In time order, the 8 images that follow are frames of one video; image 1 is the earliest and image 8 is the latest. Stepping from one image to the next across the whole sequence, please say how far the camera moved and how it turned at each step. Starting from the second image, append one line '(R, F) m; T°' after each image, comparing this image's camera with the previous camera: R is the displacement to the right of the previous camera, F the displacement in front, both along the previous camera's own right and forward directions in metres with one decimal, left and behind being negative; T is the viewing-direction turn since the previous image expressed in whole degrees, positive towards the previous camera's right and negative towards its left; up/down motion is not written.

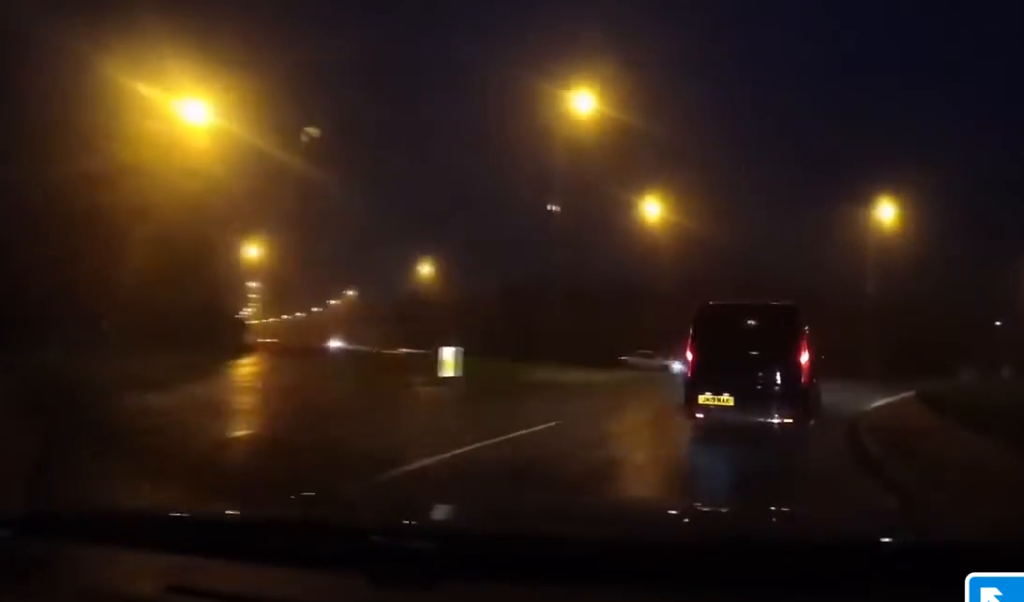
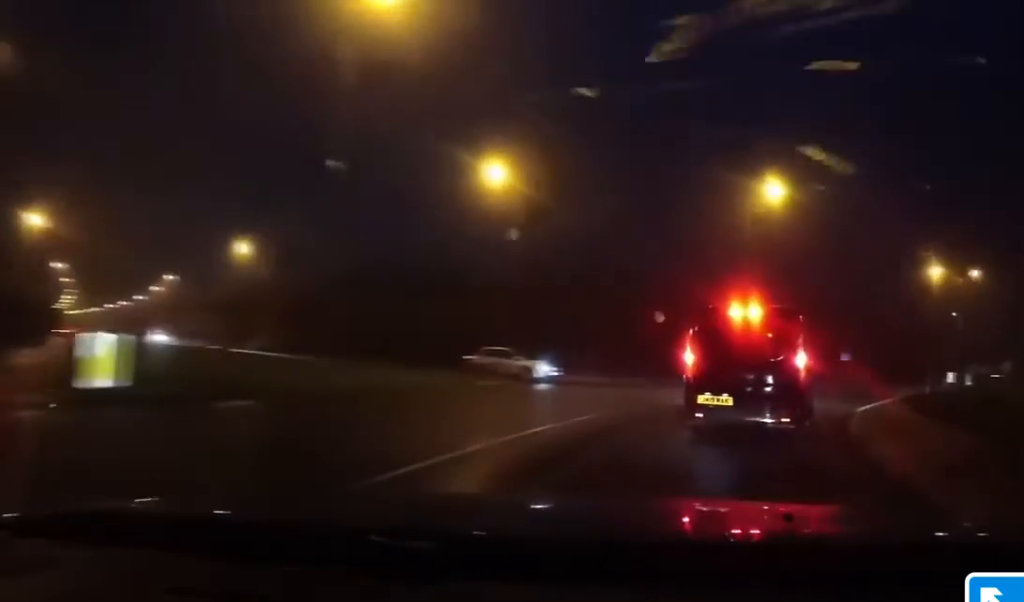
(+1.0, +7.2) m; +18°
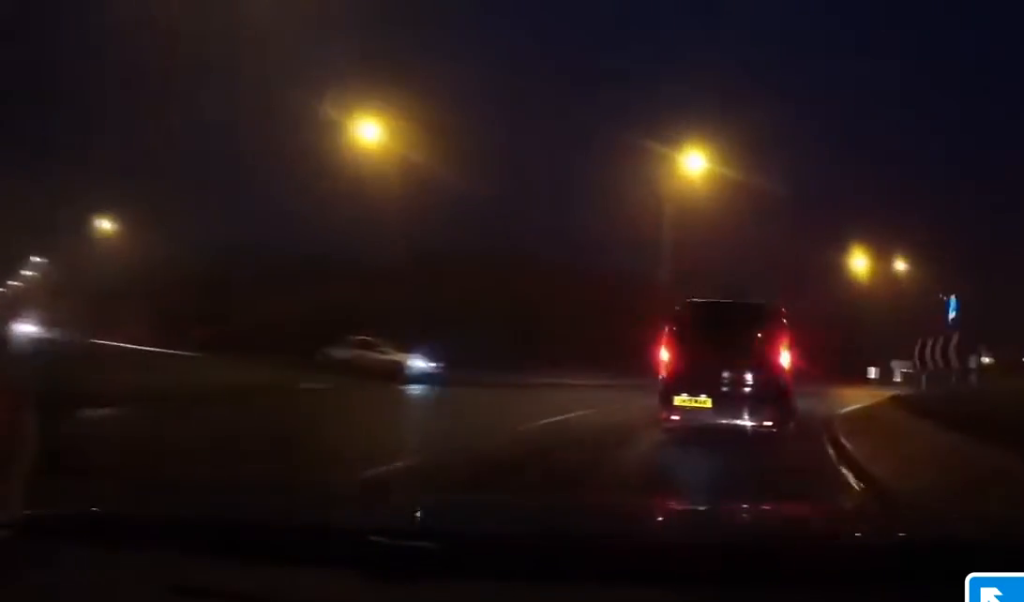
(+0.8, +4.6) m; +9°
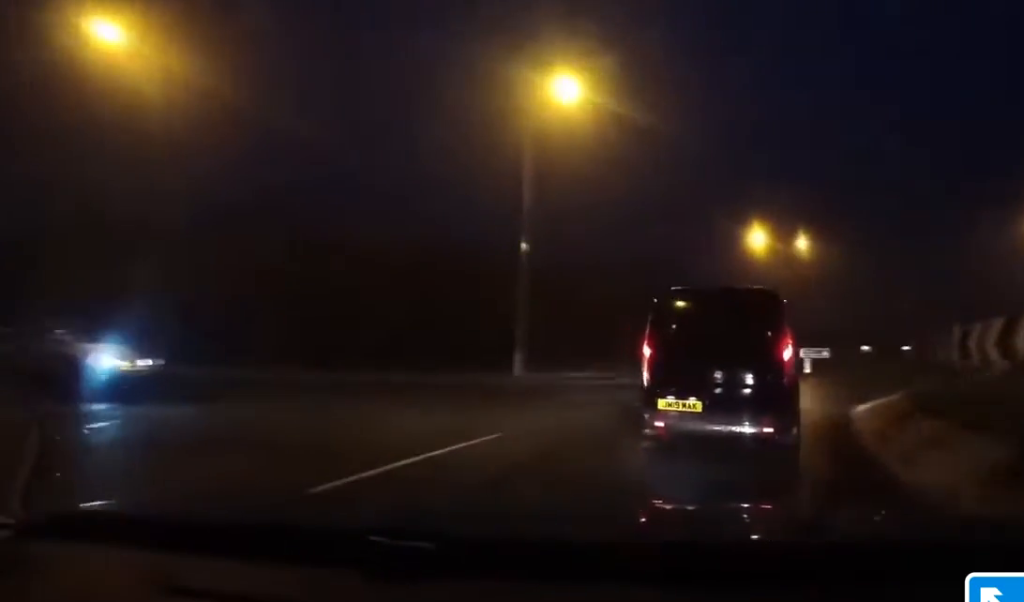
(+0.7, +7.7) m; +11°
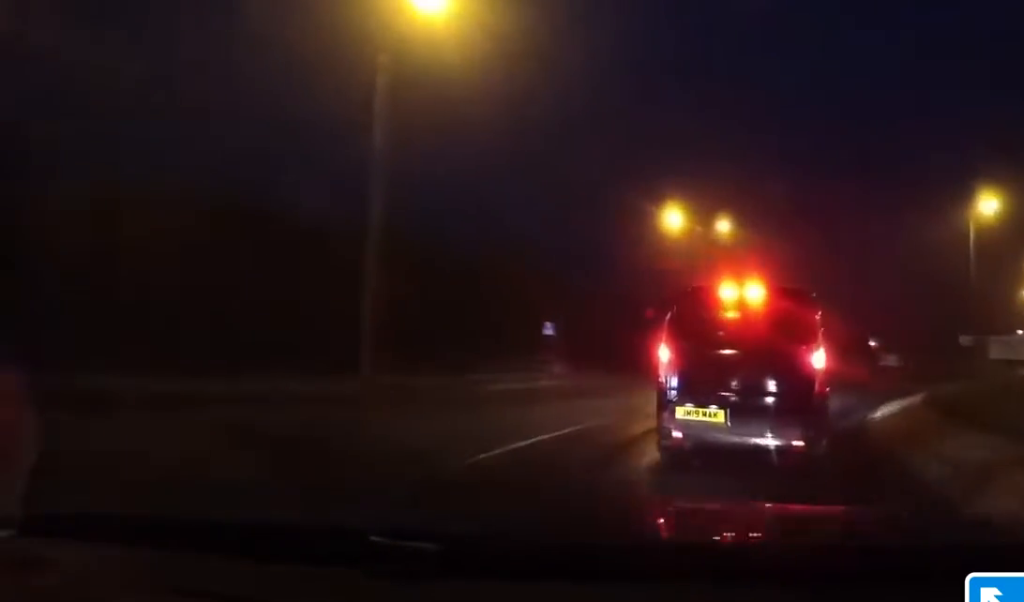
(+0.6, +6.3) m; +6°
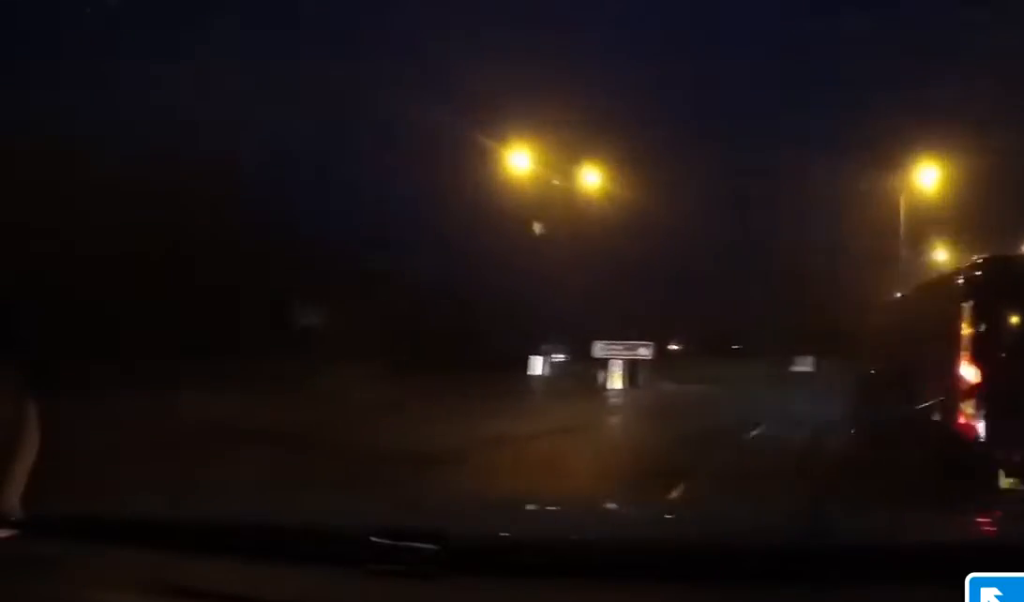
(+1.8, +11.9) m; +26°
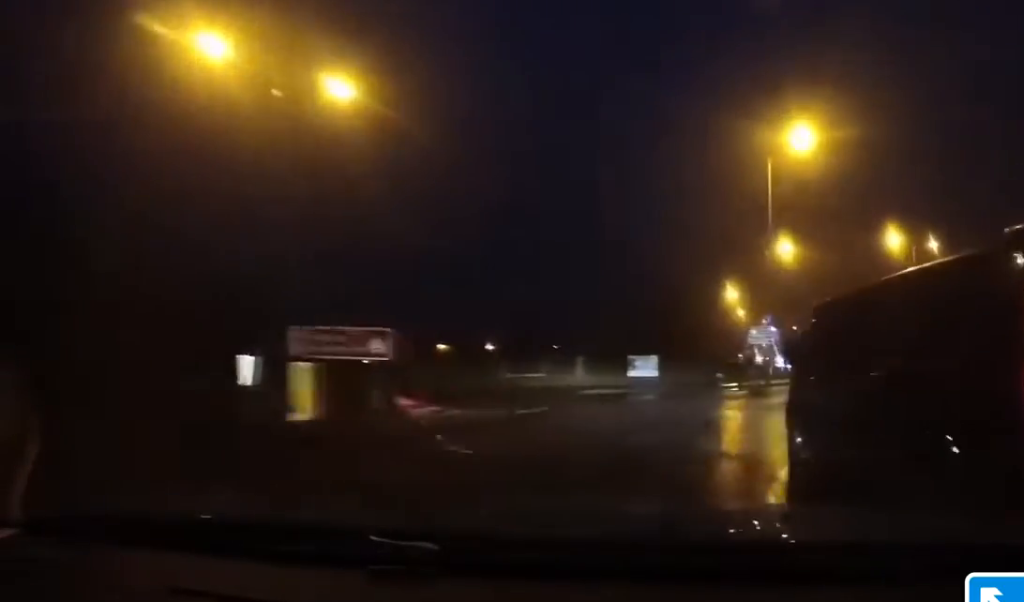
(+2.0, +9.1) m; +18°
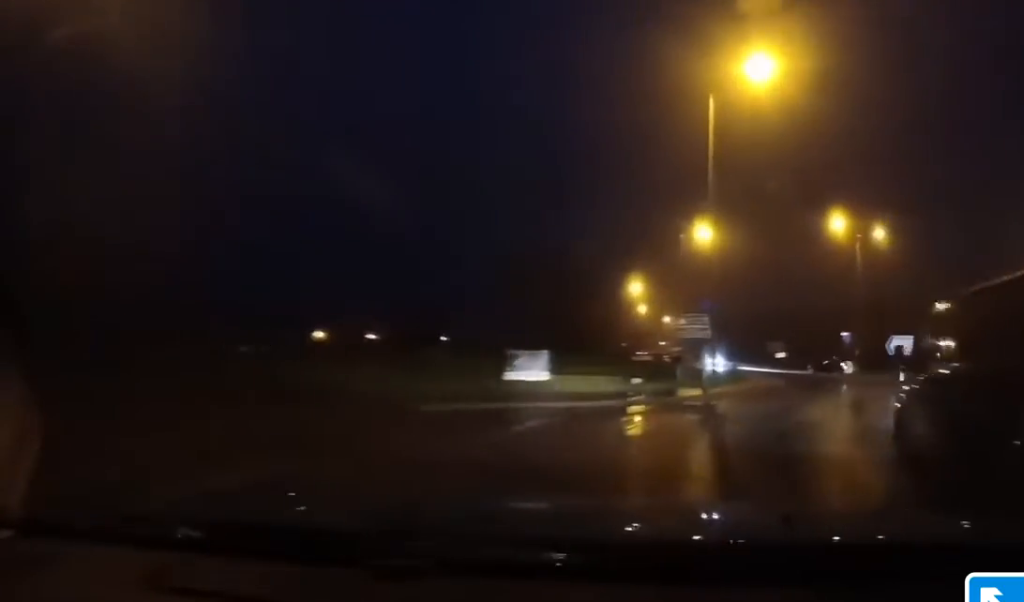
(+0.6, +7.9) m; +15°
